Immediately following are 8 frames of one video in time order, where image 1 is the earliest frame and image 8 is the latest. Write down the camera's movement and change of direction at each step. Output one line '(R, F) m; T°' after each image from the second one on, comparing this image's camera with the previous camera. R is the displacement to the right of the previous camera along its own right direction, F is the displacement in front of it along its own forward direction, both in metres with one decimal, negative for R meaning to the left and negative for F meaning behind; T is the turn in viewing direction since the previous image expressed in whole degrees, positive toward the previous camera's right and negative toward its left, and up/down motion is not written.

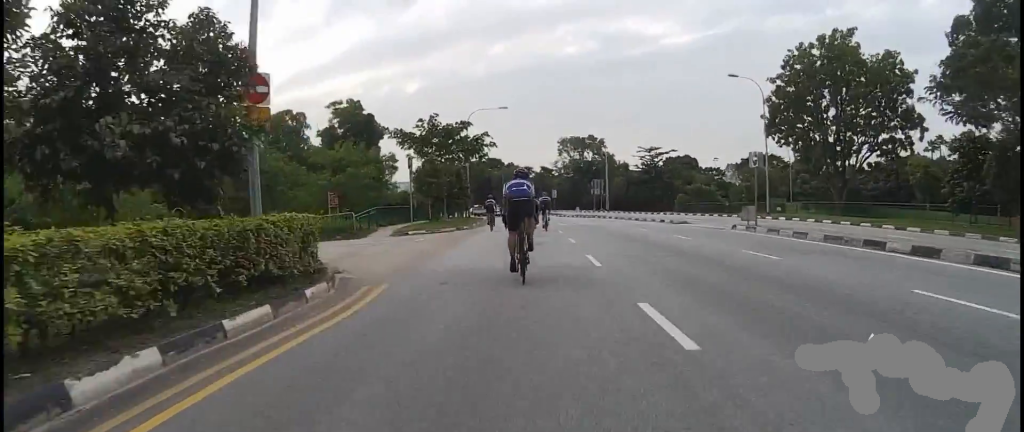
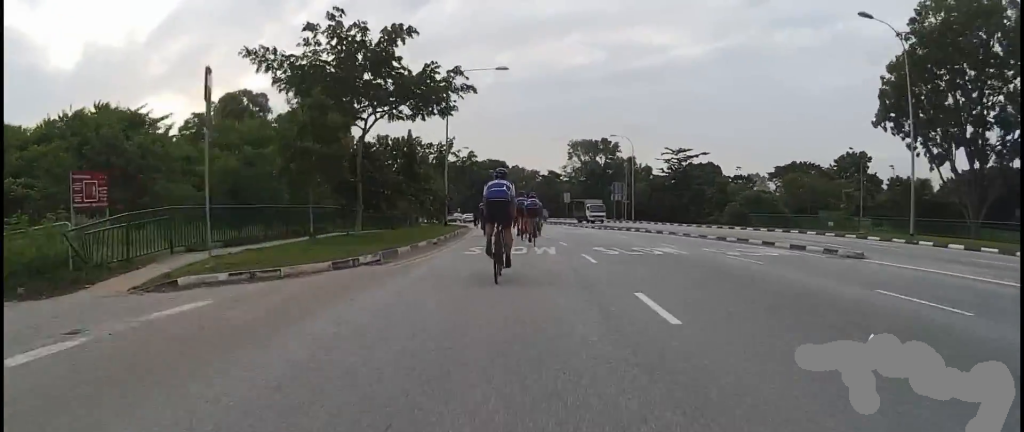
(+0.2, +17.0) m; -5°
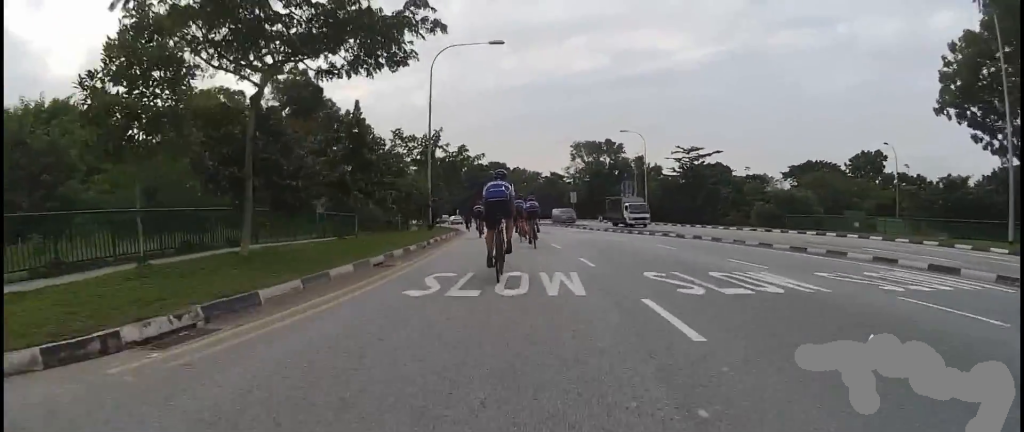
(-0.5, +6.6) m; -3°
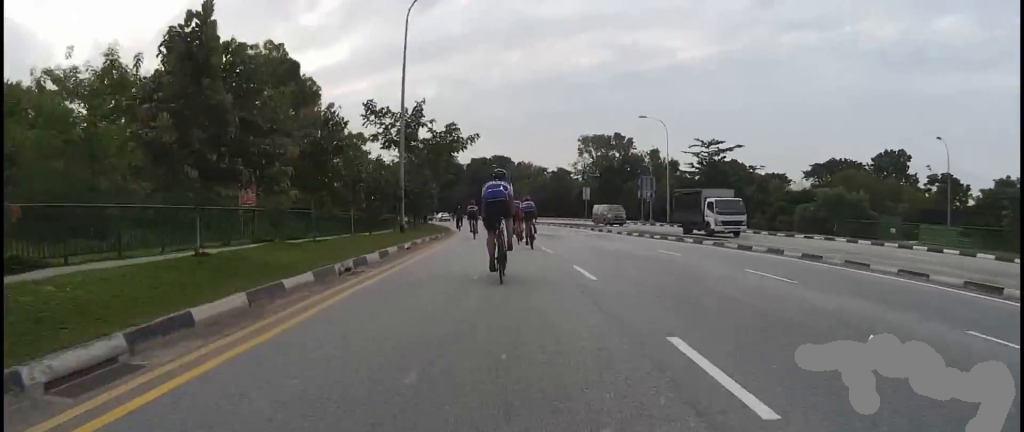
(-0.9, +7.6) m; -3°
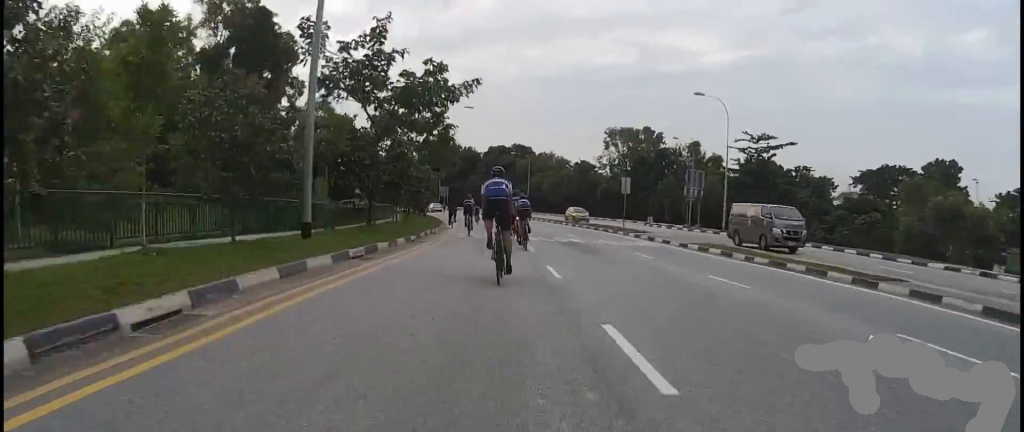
(+0.5, +11.4) m; 0°
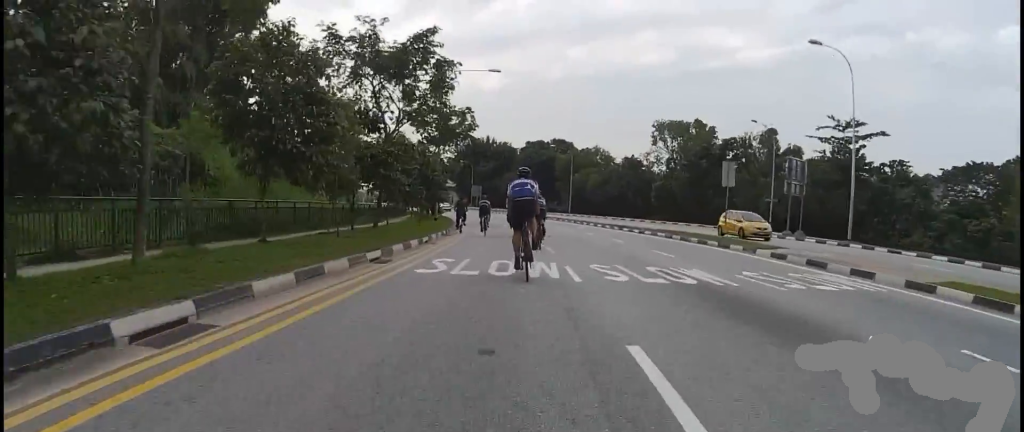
(-0.4, +13.1) m; -3°
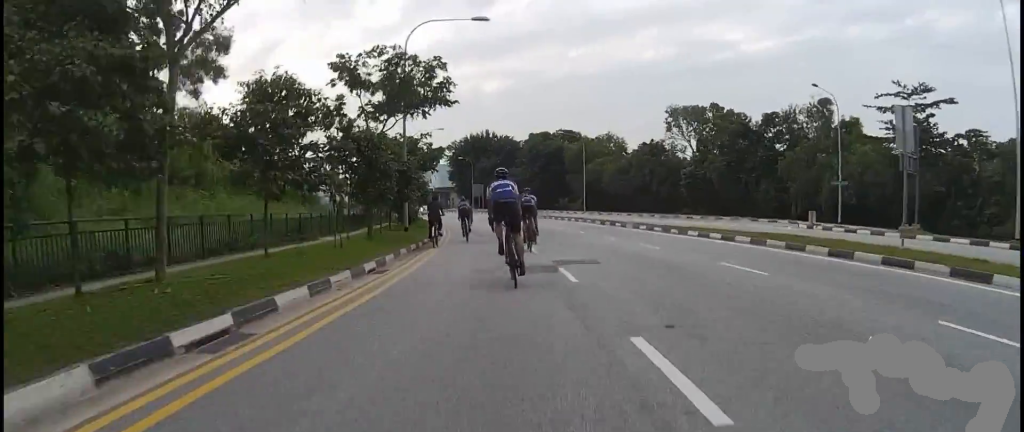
(-0.3, +11.6) m; -4°
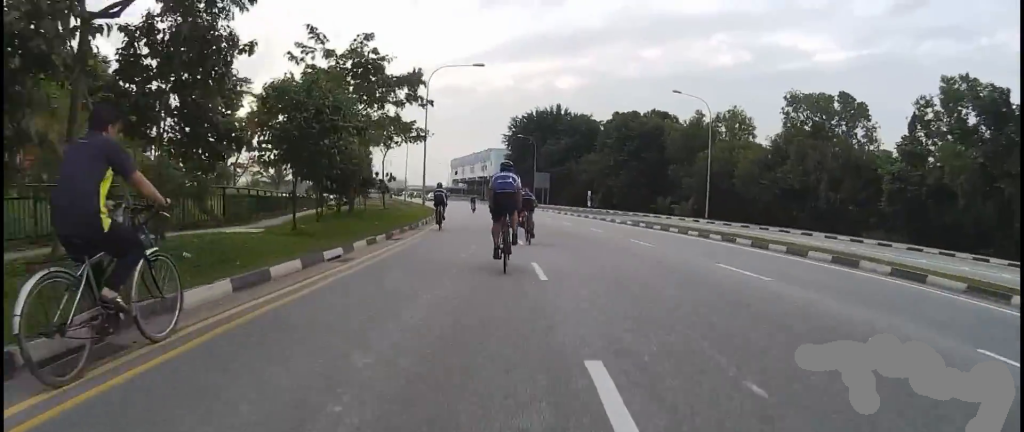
(-2.3, +27.8) m; -9°
